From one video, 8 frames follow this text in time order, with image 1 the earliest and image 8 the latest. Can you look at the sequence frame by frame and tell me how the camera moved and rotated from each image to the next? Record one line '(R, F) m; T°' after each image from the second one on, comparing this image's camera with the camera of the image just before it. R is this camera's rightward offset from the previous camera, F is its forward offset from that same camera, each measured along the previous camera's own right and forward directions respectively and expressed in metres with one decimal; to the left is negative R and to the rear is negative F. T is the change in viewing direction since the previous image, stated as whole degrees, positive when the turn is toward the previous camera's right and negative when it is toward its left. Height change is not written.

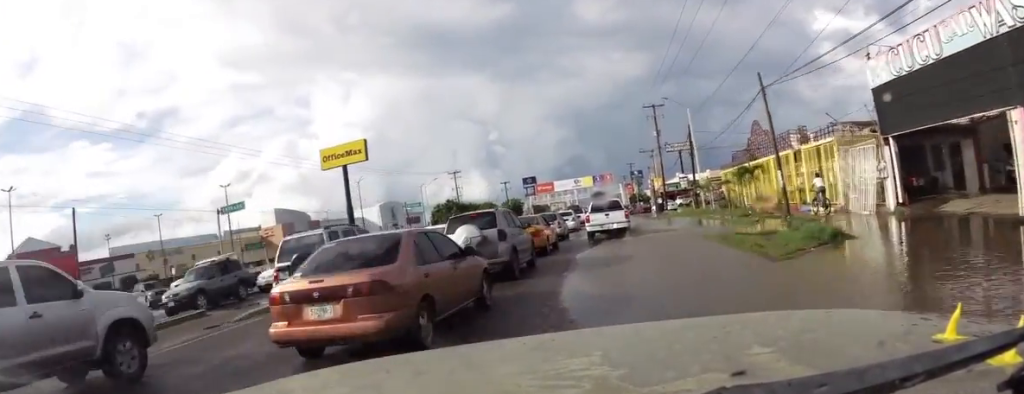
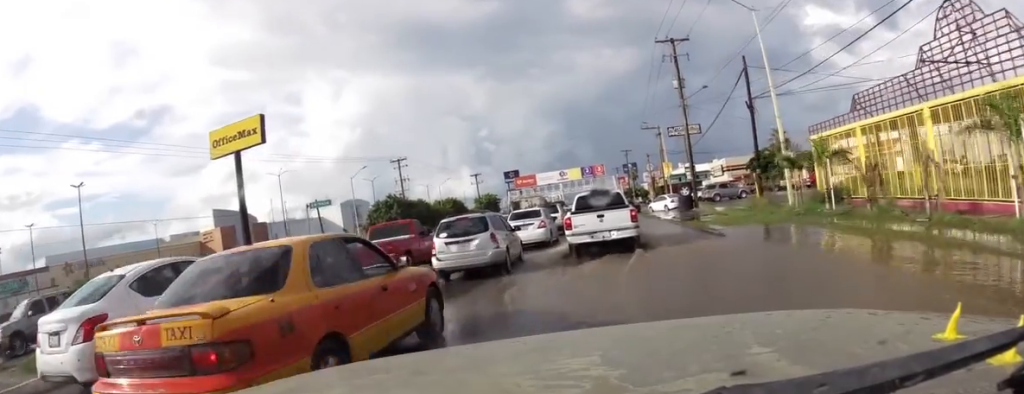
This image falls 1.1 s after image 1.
(0.0, +14.0) m; 0°
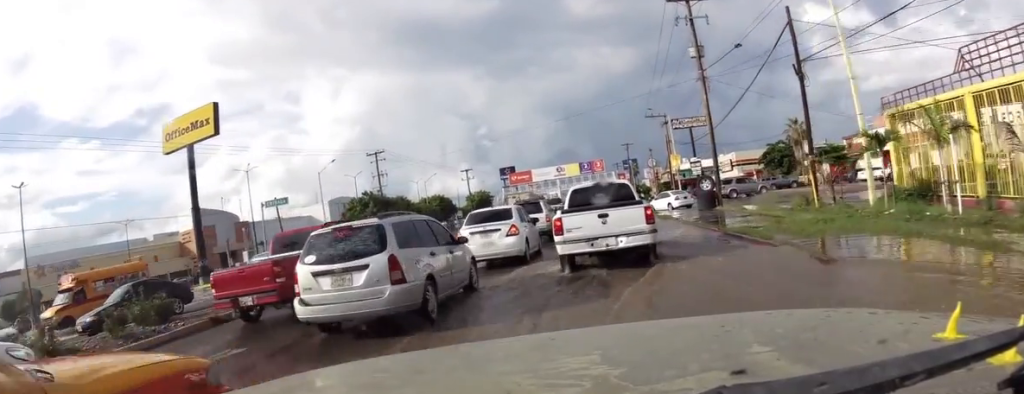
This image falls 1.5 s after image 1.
(0.0, +5.8) m; 0°
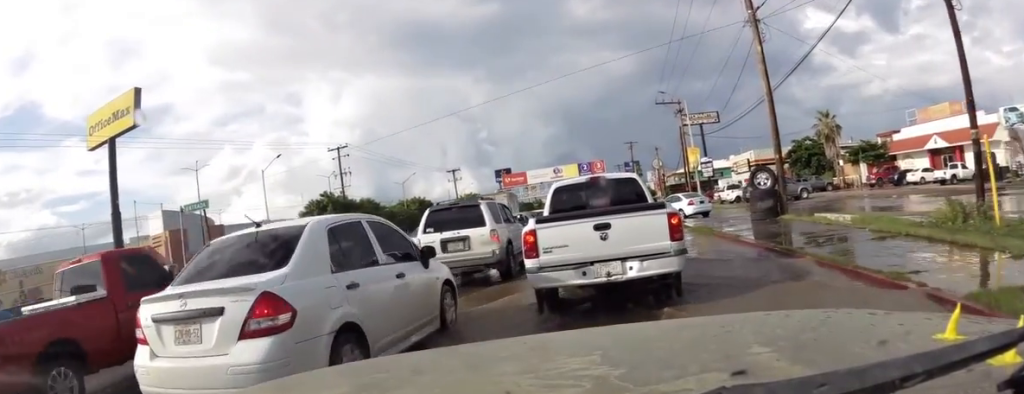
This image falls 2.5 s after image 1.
(0.0, +13.3) m; 0°
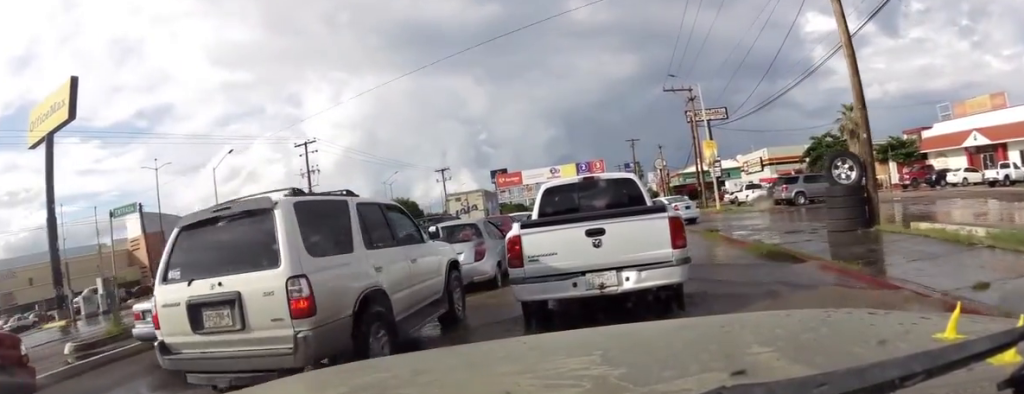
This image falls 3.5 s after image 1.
(0.0, +13.9) m; 0°
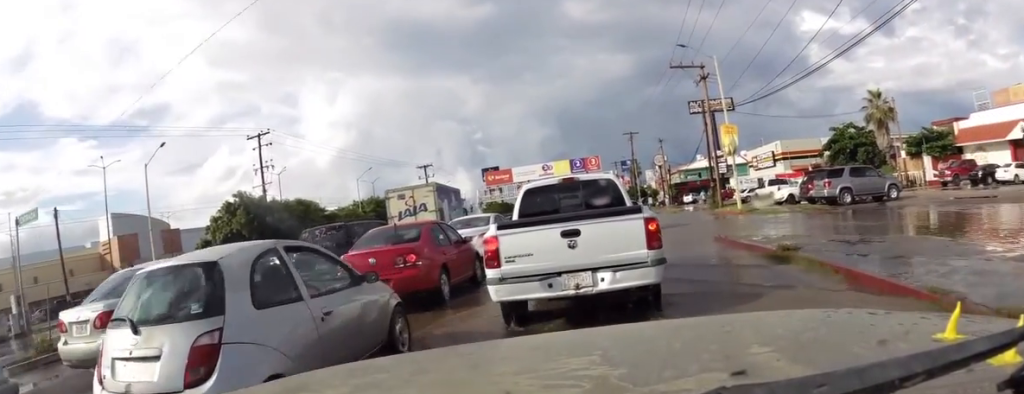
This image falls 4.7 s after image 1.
(0.0, +15.6) m; 0°
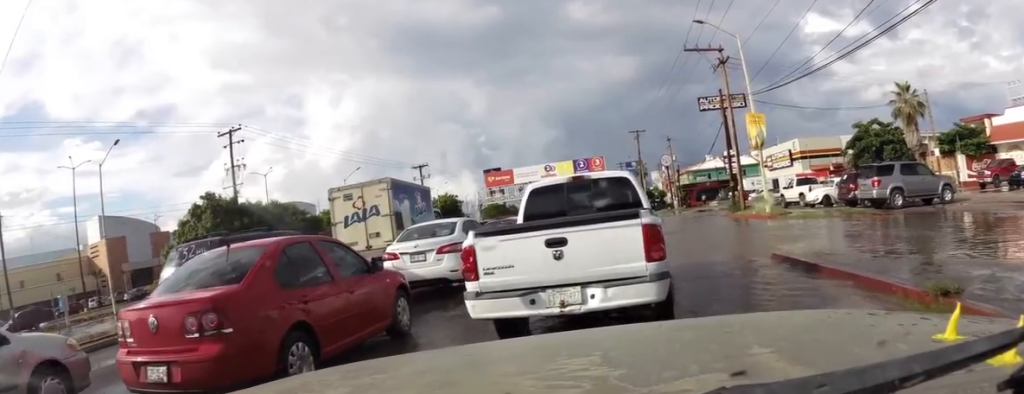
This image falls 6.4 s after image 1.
(0.0, +20.7) m; 0°
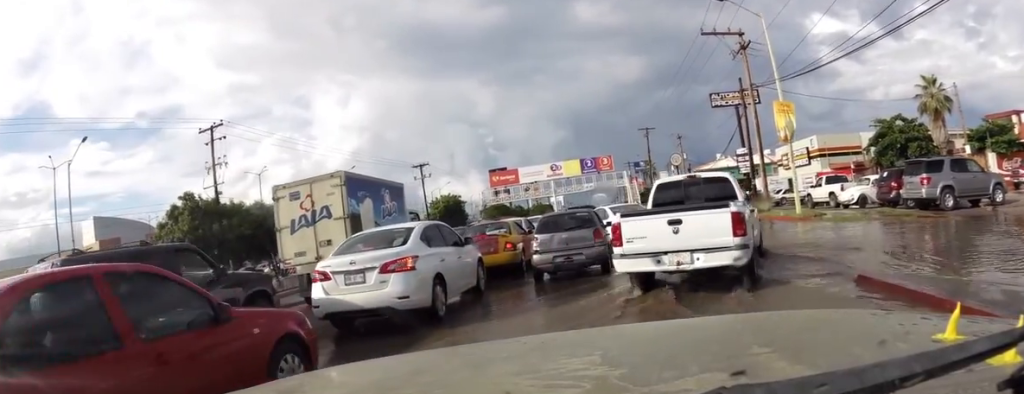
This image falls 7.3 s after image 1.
(0.0, +10.8) m; 0°
